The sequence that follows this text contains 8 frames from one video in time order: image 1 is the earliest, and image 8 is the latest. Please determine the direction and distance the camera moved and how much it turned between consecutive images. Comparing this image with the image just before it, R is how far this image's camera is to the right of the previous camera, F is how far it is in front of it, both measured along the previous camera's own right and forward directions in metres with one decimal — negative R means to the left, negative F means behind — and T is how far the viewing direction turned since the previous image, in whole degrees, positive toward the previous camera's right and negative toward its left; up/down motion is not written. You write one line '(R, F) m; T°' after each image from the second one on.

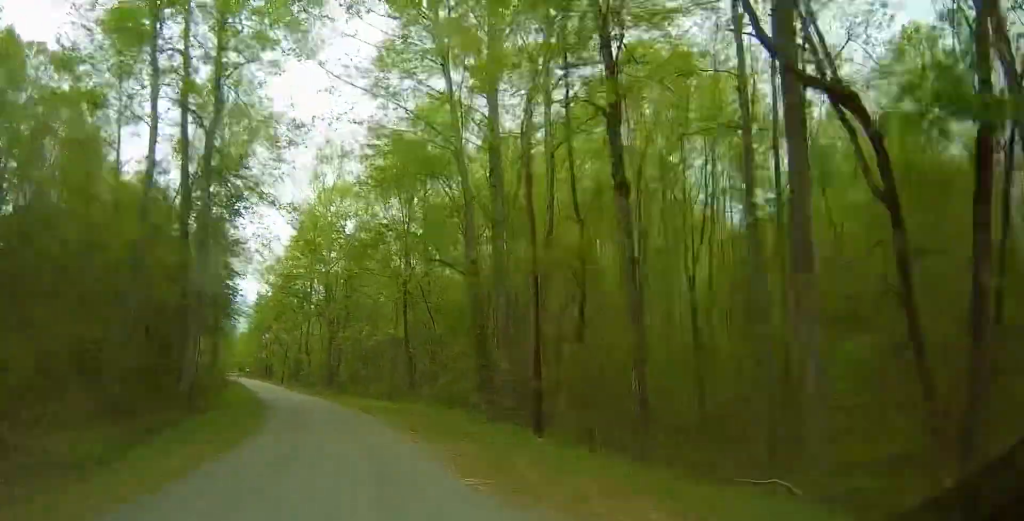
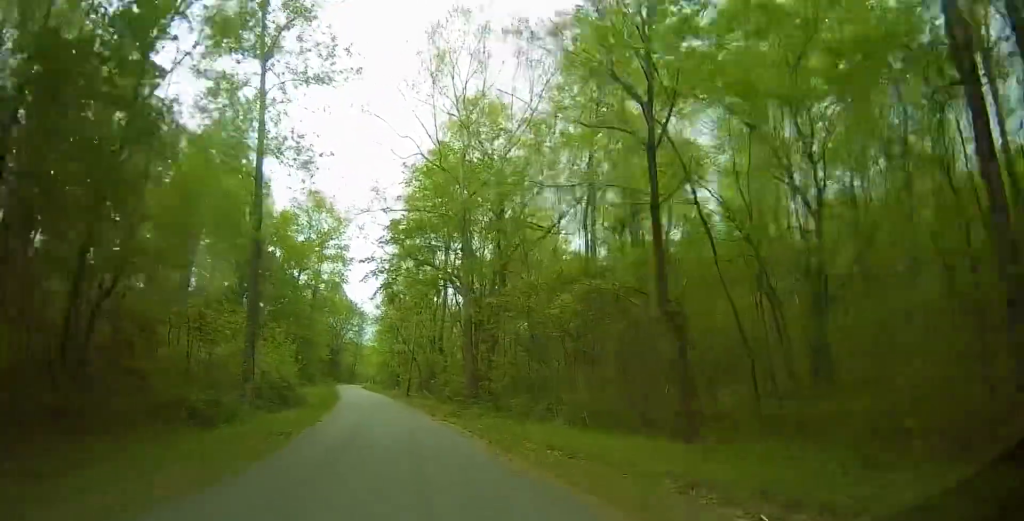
(-3.5, +23.9) m; -15°
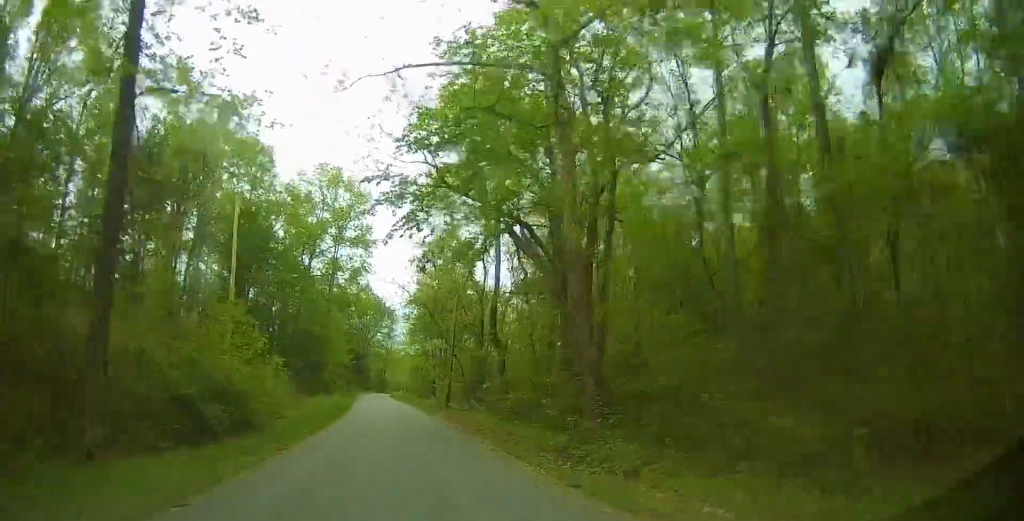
(-0.3, +16.5) m; -5°
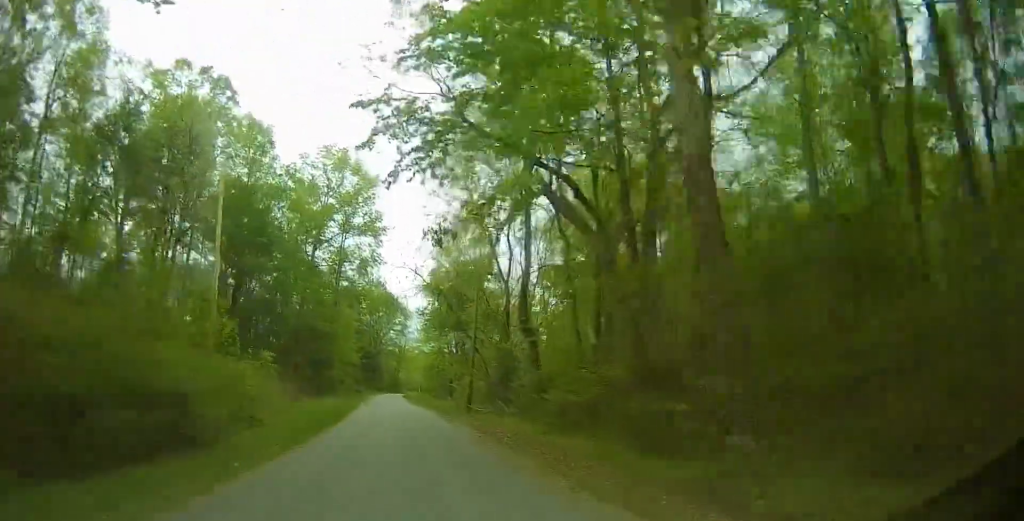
(-0.4, +6.5) m; -2°
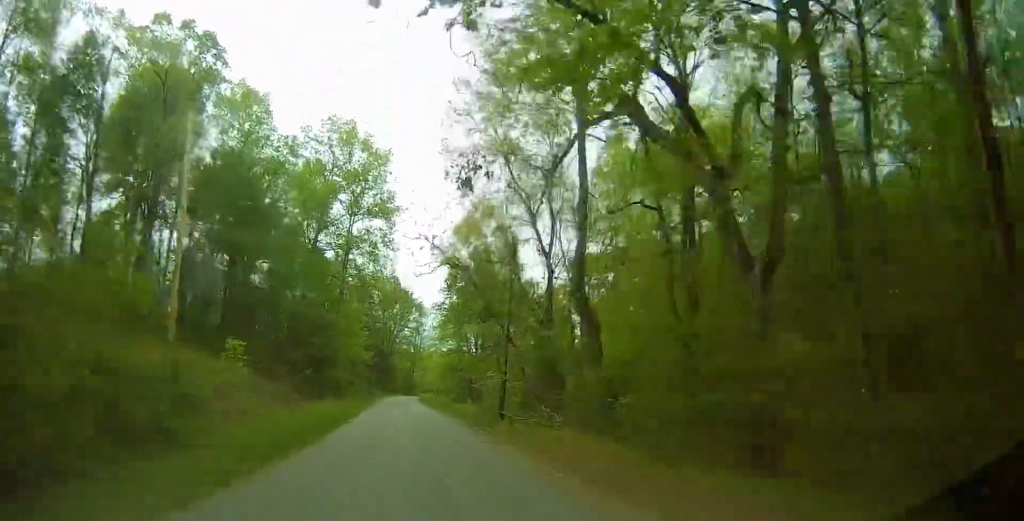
(-0.2, +8.5) m; -1°
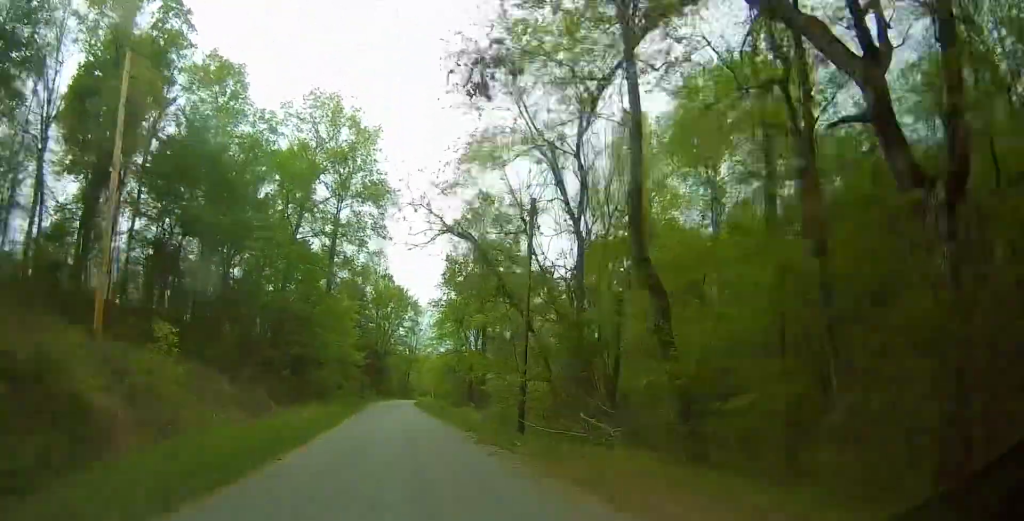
(0.0, +7.0) m; 0°
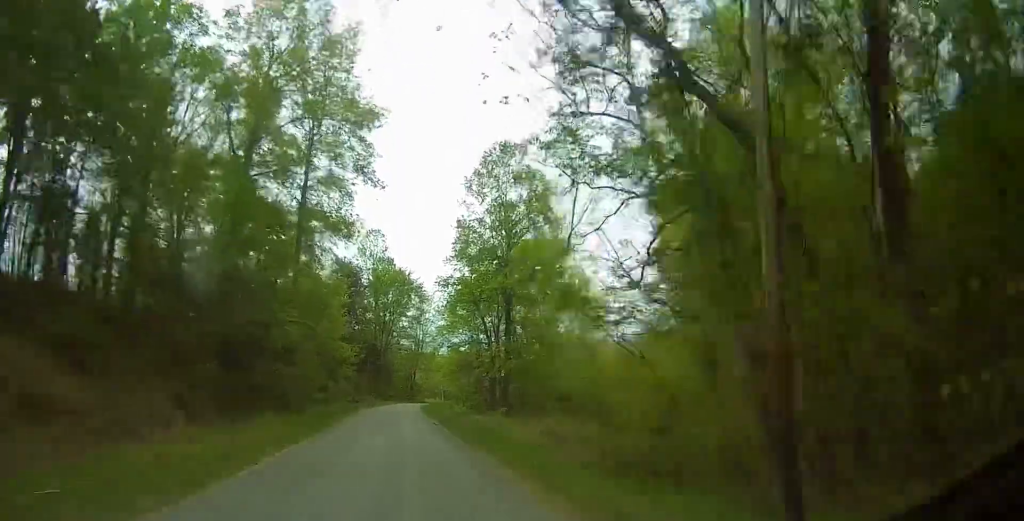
(-0.3, +17.2) m; -2°
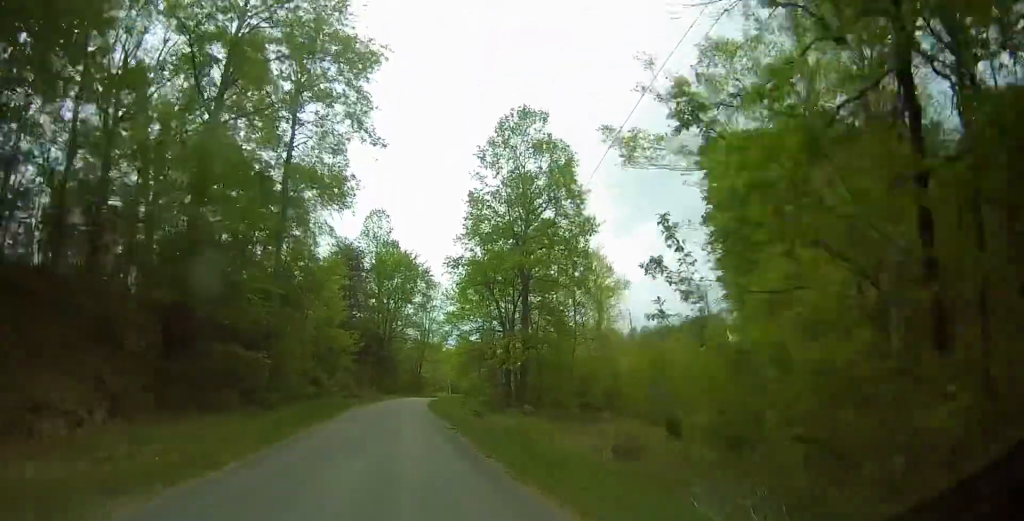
(-0.2, +7.1) m; 0°
